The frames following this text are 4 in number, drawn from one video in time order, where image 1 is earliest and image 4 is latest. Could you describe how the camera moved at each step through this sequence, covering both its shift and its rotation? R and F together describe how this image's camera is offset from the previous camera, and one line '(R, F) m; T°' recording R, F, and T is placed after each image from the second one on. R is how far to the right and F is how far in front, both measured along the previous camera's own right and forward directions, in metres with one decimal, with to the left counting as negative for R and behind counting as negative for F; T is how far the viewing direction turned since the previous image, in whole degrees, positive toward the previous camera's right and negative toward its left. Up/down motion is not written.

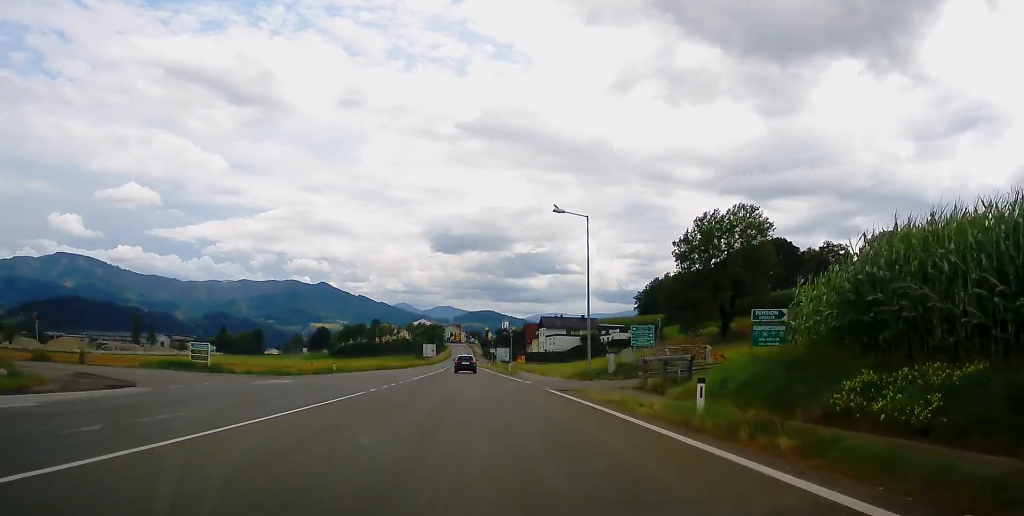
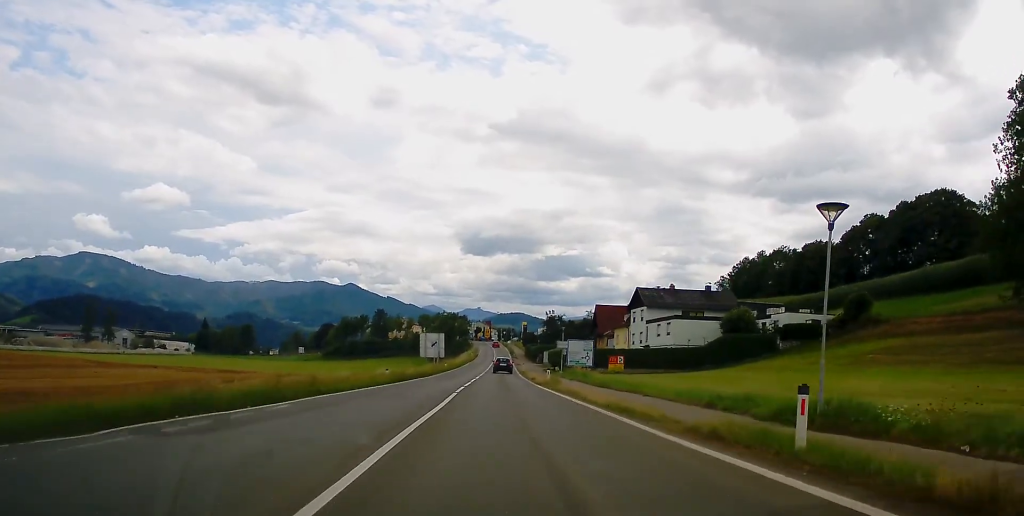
(-1.9, +82.6) m; -1°
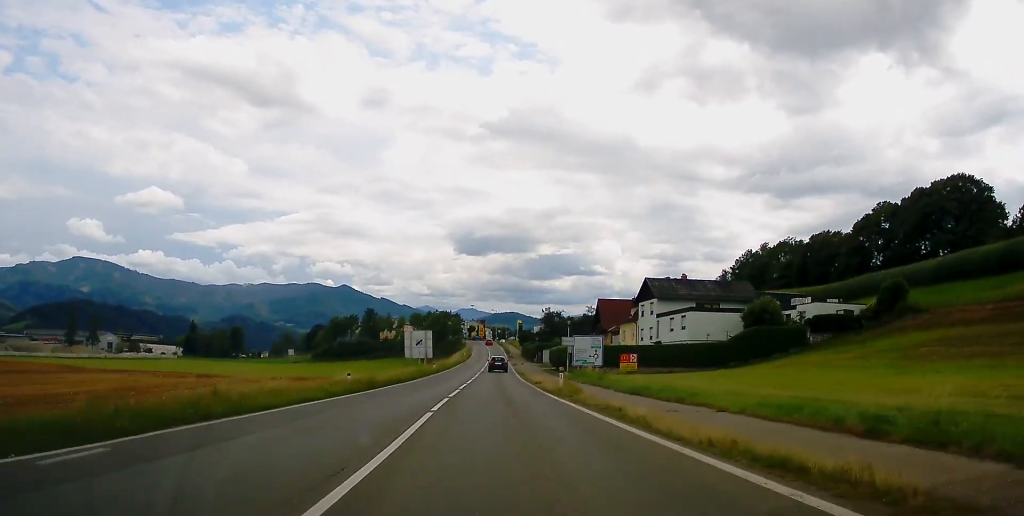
(0.0, +9.8) m; 0°
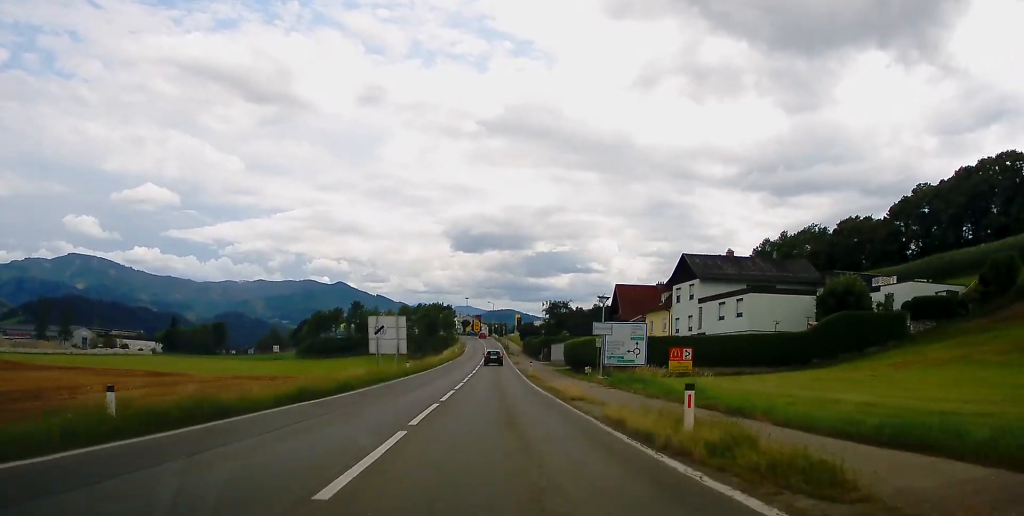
(0.0, +20.0) m; 0°
